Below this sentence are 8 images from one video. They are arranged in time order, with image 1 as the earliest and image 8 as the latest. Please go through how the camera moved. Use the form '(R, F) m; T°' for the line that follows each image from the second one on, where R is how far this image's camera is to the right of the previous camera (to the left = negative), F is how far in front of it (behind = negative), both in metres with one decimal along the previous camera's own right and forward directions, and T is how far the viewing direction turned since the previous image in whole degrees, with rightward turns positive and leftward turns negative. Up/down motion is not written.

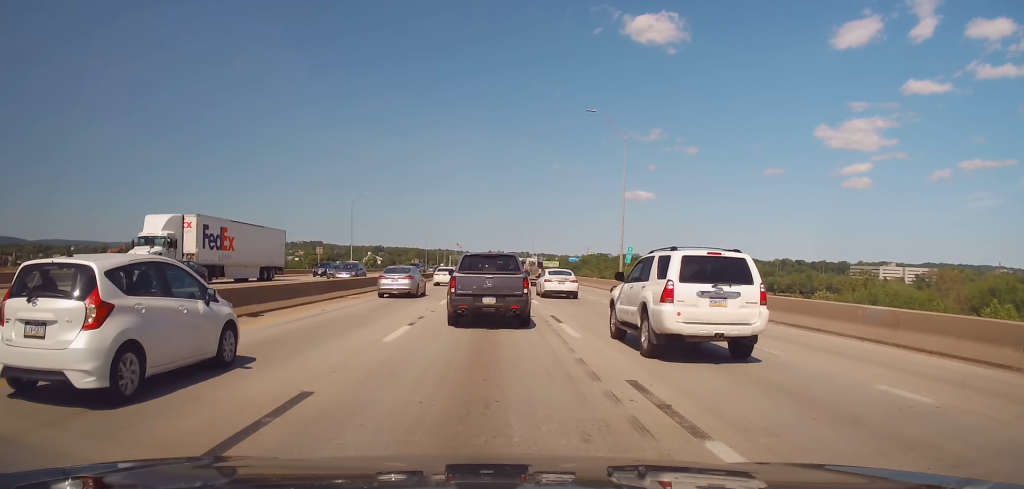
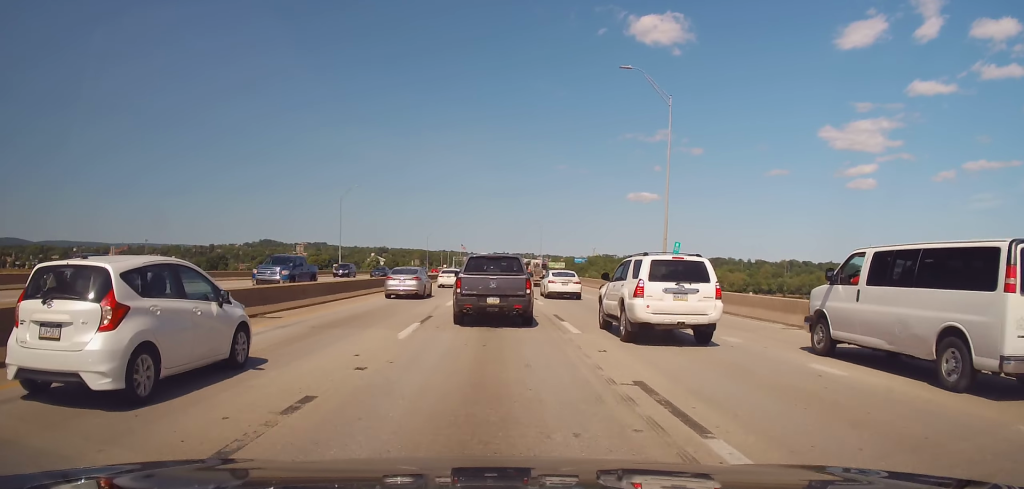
(+0.1, +11.0) m; +2°
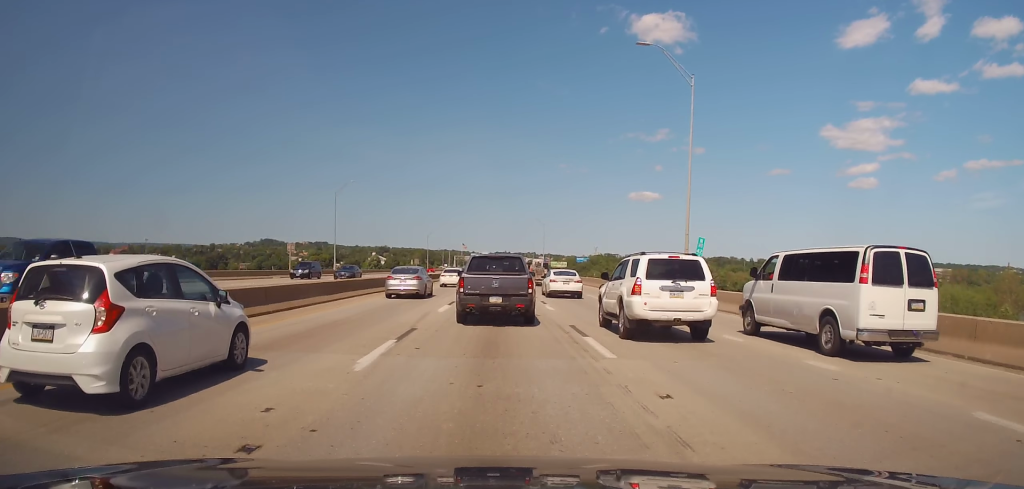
(0.0, +4.0) m; 0°
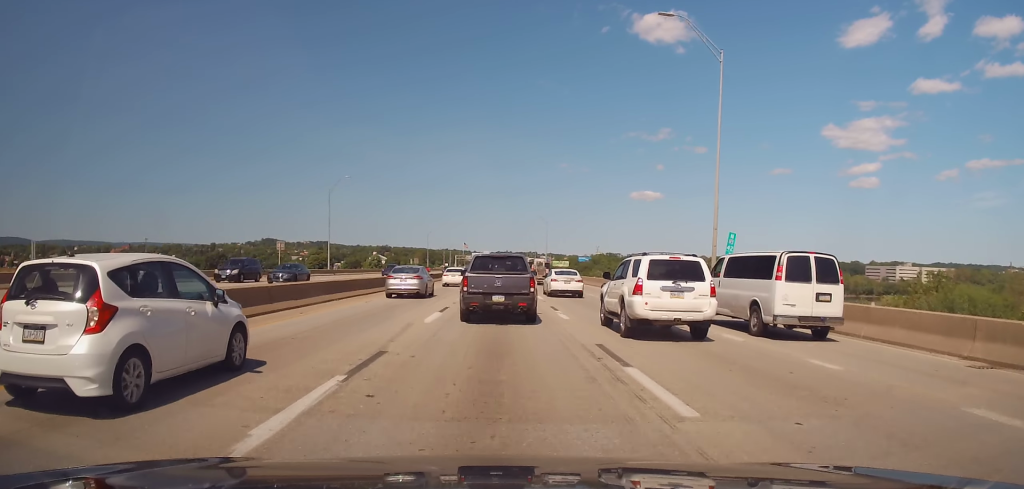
(+0.1, +4.1) m; 0°
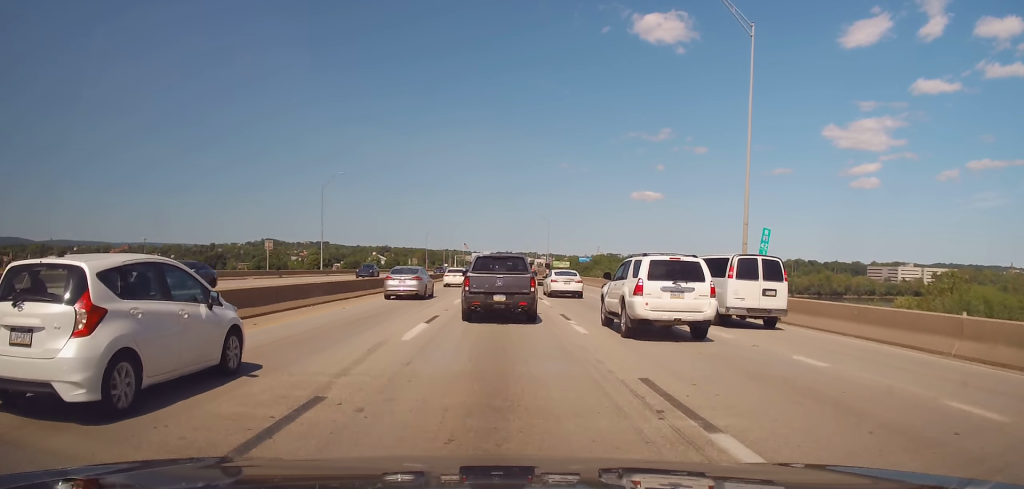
(0.0, +3.7) m; -1°
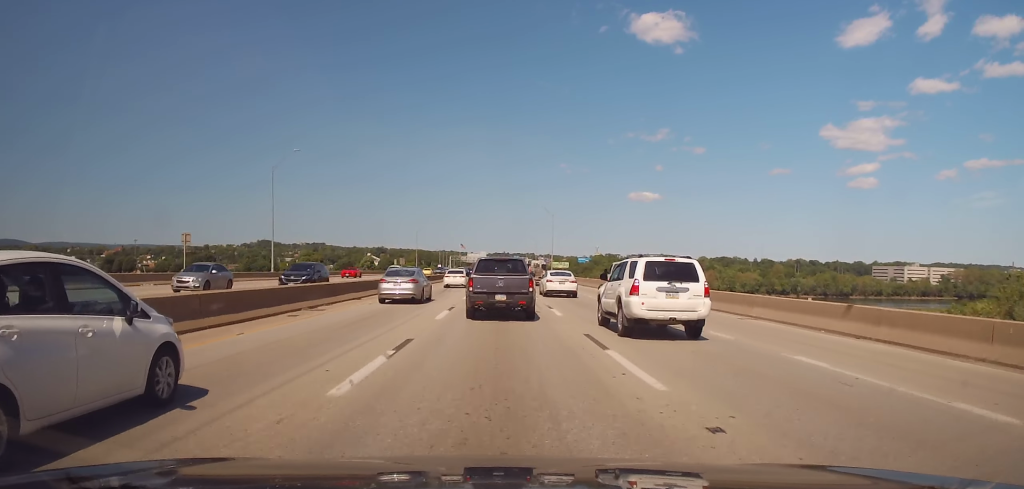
(-0.8, +18.4) m; -1°
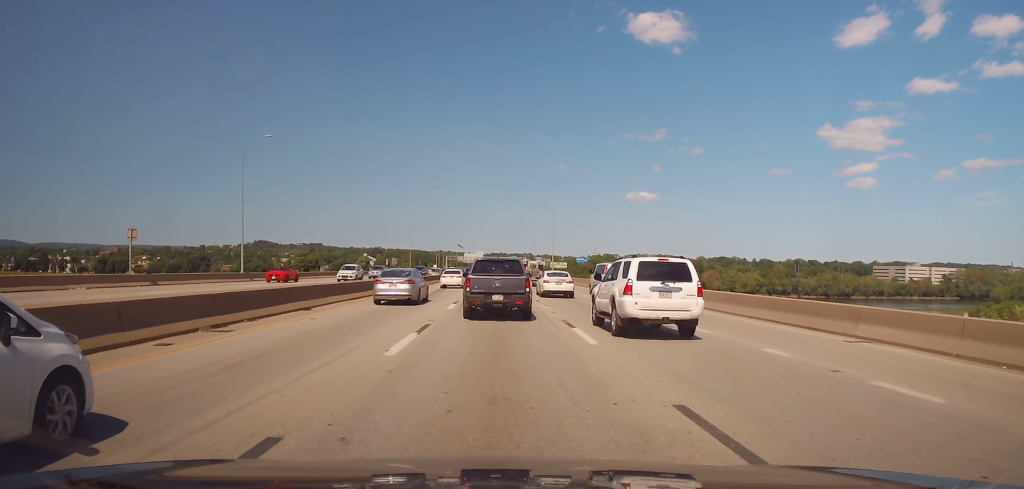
(+0.2, +7.7) m; +3°
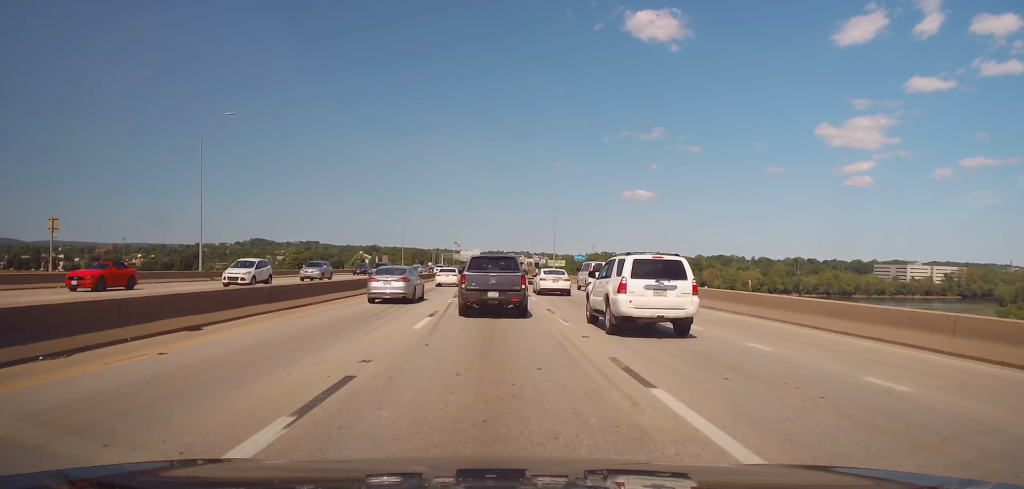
(+0.5, +8.3) m; -2°
